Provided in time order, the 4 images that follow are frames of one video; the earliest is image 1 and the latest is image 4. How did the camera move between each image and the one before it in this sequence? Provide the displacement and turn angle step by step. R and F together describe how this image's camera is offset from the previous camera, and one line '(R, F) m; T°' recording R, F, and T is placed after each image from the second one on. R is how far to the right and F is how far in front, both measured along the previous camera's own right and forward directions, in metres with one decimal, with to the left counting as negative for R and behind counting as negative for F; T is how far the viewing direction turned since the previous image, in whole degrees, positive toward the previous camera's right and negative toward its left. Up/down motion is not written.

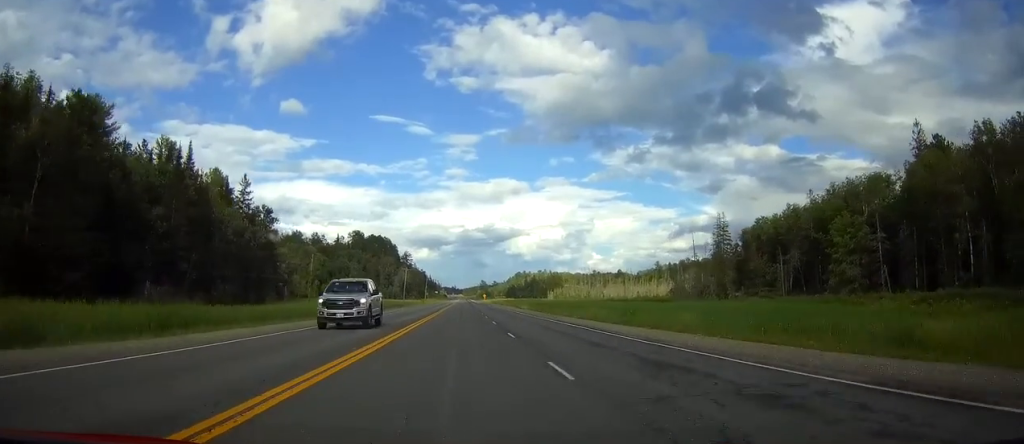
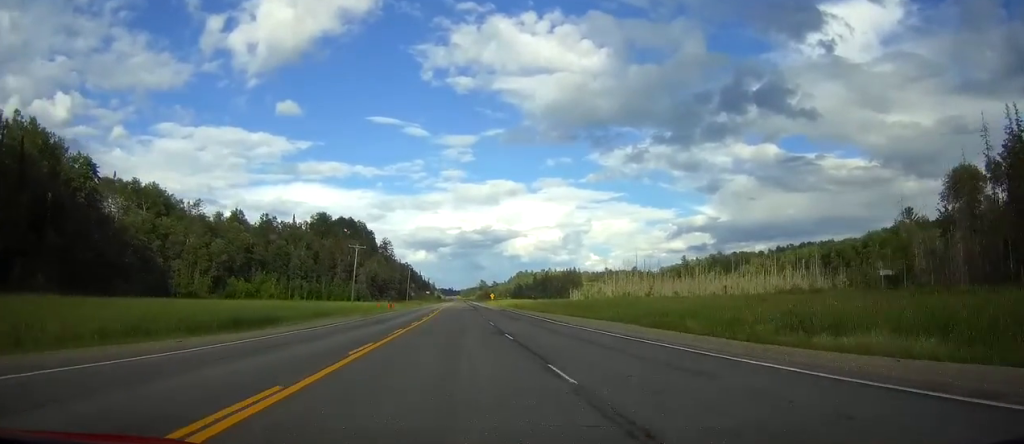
(-0.4, +95.2) m; 0°
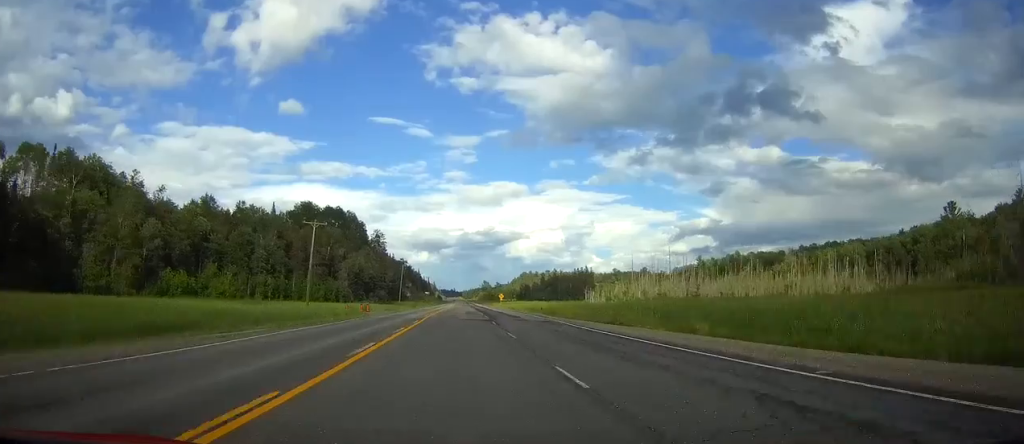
(+0.1, +35.5) m; 0°
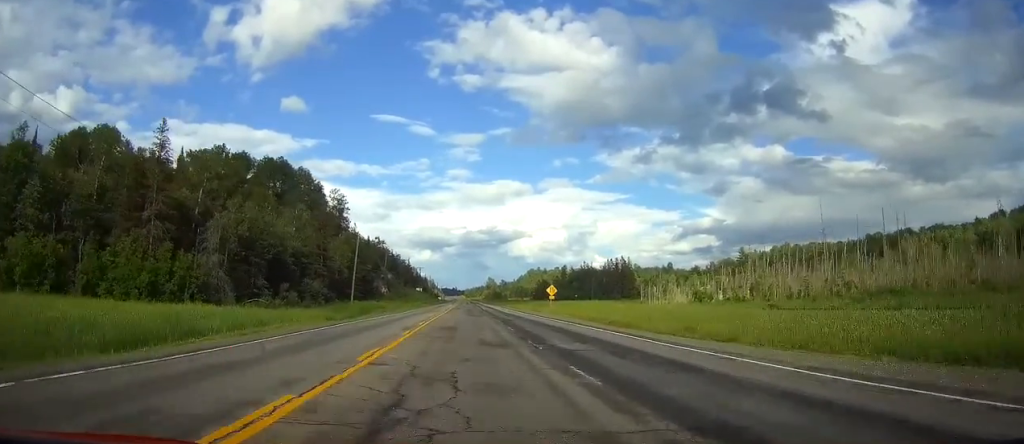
(-0.2, +89.1) m; 0°
